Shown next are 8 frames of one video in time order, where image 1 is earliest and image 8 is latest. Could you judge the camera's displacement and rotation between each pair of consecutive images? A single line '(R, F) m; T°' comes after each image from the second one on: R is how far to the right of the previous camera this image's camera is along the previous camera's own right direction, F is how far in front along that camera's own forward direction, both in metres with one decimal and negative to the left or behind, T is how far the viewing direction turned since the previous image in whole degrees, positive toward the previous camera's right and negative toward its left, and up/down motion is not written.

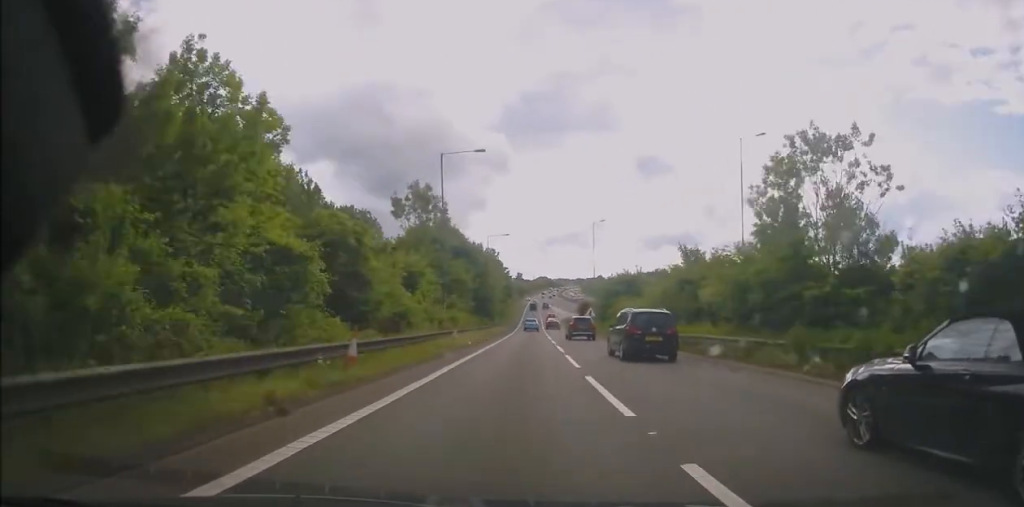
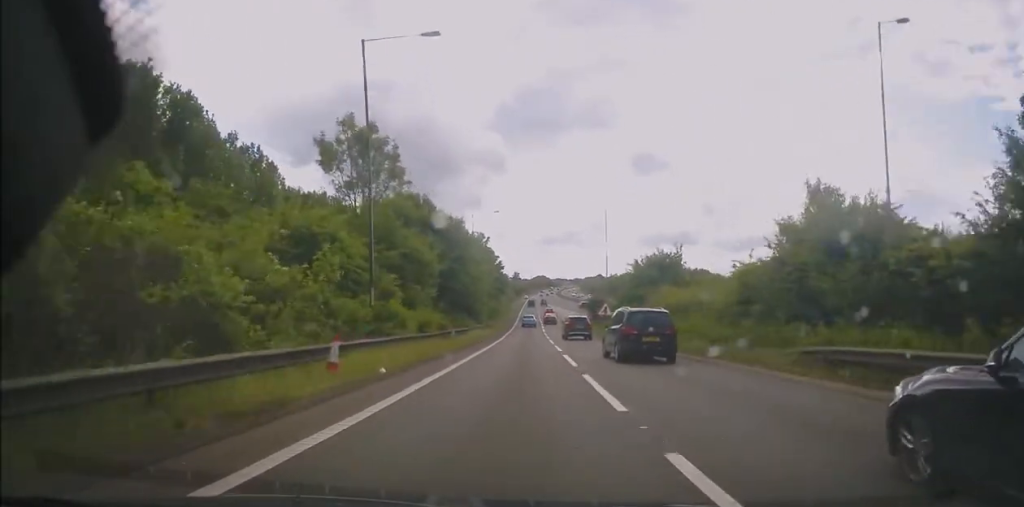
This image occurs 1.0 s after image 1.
(0.0, +16.8) m; 0°
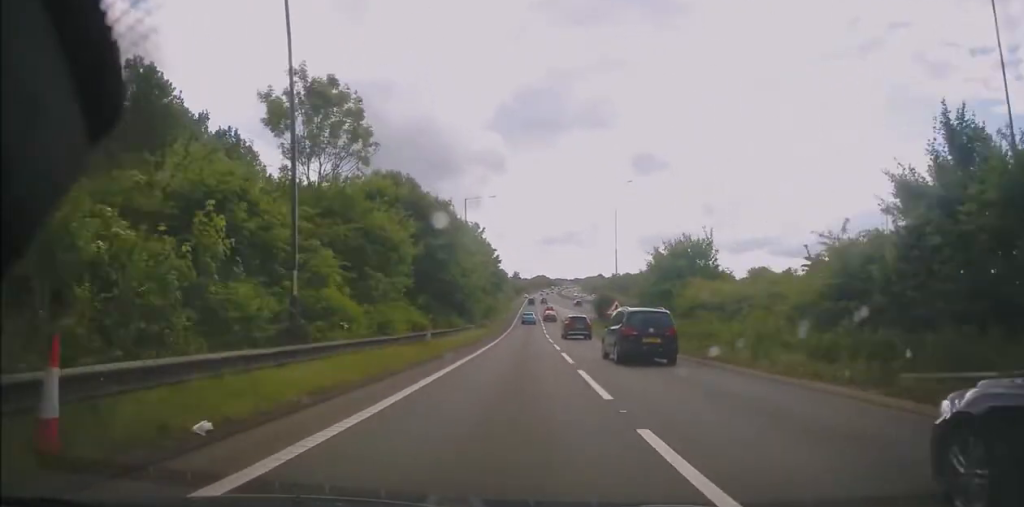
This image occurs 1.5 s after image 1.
(0.0, +7.2) m; 0°
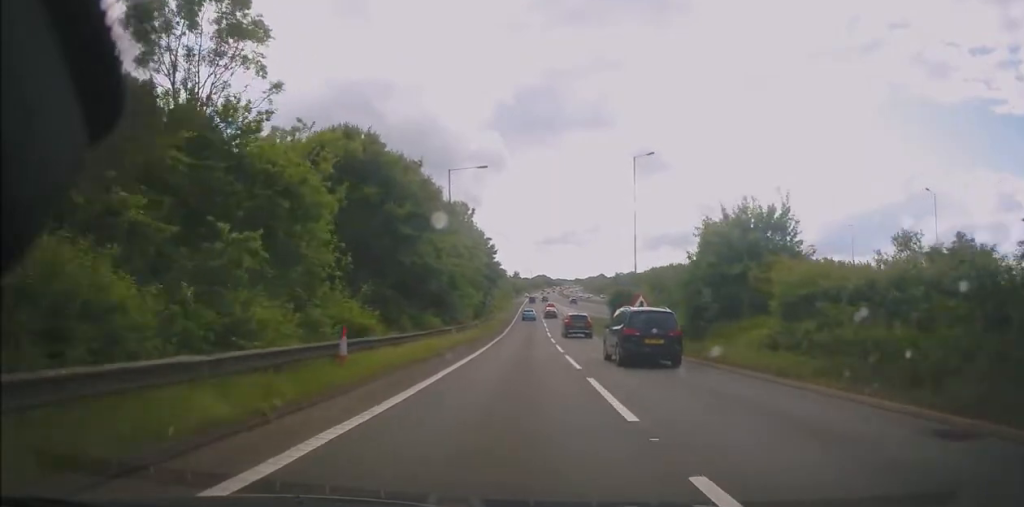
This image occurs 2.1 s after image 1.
(+0.1, +10.8) m; -1°
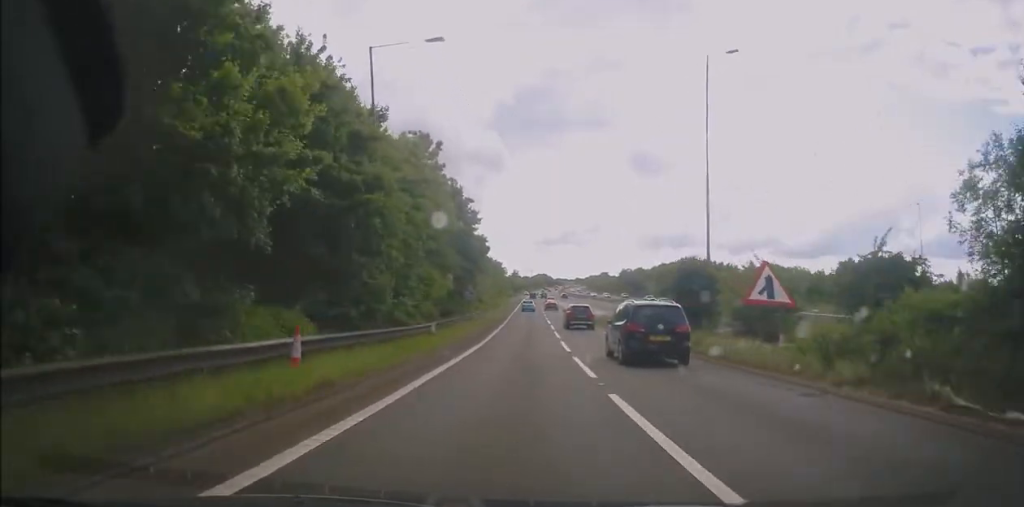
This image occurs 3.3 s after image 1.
(-0.5, +20.9) m; 0°
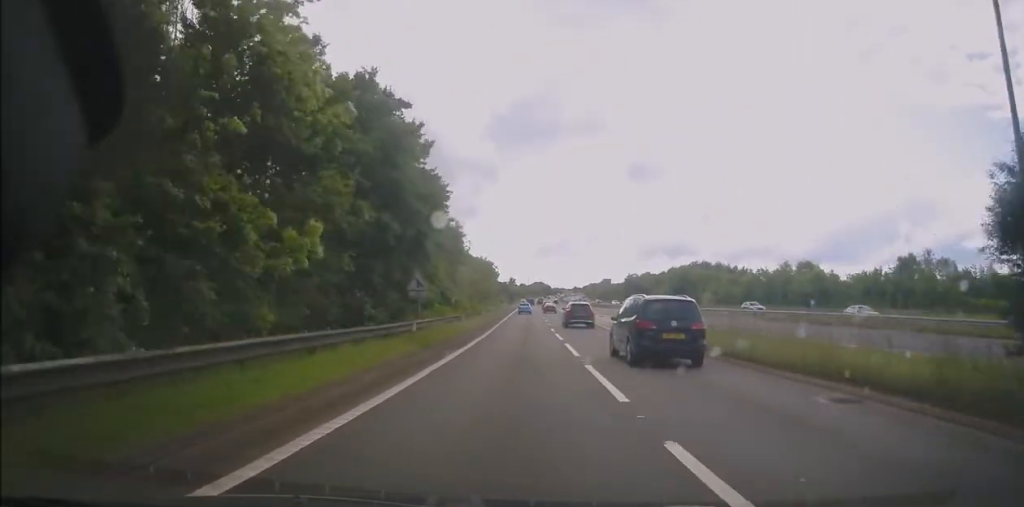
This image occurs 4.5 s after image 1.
(+0.6, +20.8) m; +2°
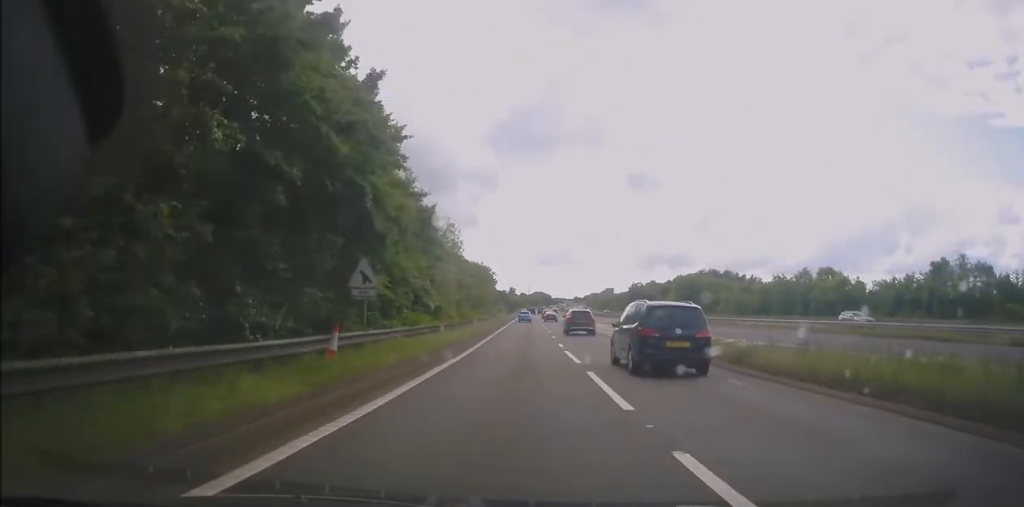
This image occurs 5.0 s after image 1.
(0.0, +9.0) m; 0°
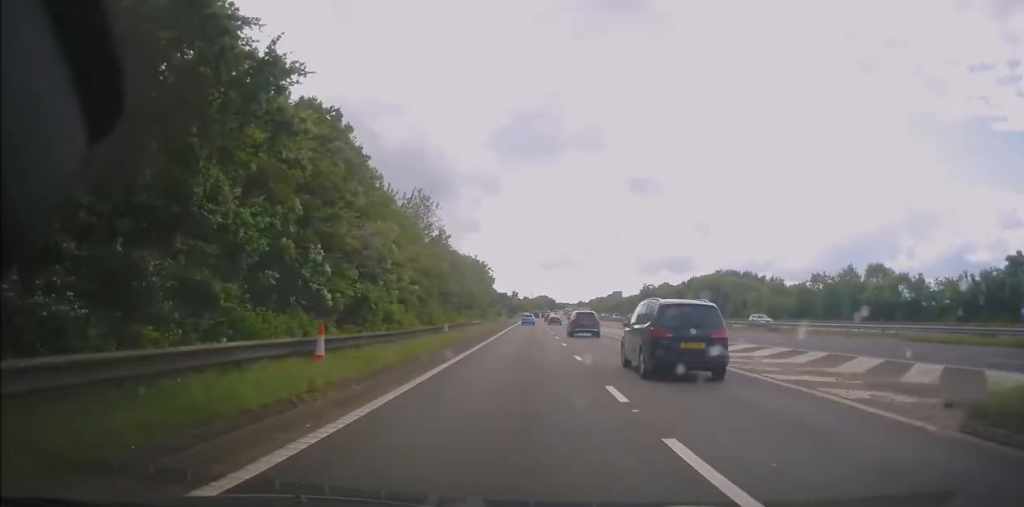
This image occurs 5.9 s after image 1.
(0.0, +16.7) m; 0°
